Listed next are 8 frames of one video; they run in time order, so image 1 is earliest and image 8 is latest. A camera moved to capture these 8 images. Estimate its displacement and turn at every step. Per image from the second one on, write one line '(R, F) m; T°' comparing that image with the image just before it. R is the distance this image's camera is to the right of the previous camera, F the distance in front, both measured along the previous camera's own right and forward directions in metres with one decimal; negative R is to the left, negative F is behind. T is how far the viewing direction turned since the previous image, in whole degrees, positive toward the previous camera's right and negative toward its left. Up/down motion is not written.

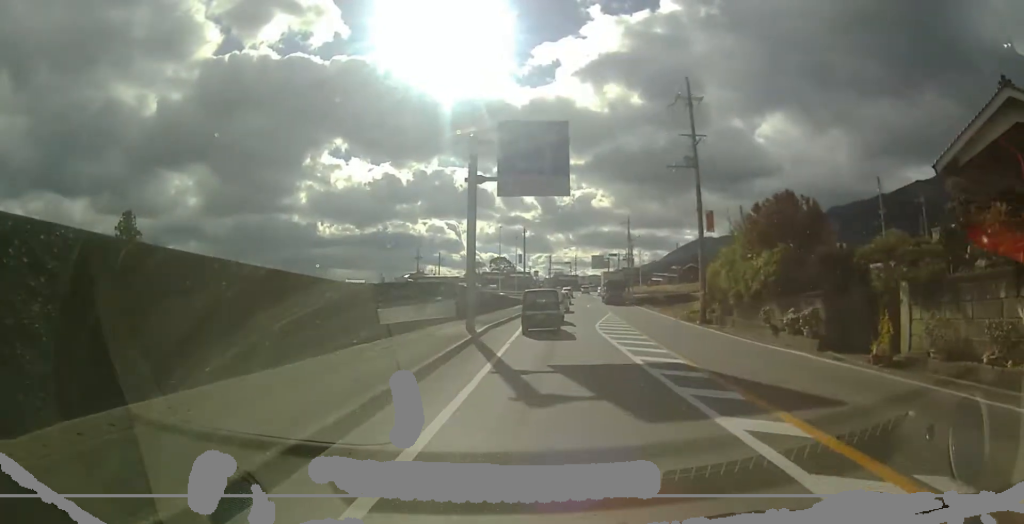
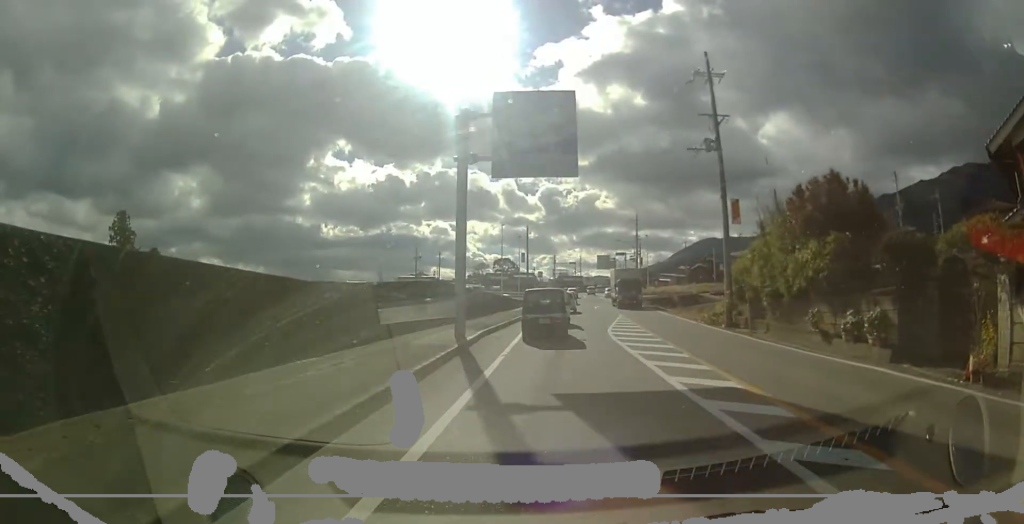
(0.0, +3.9) m; 0°
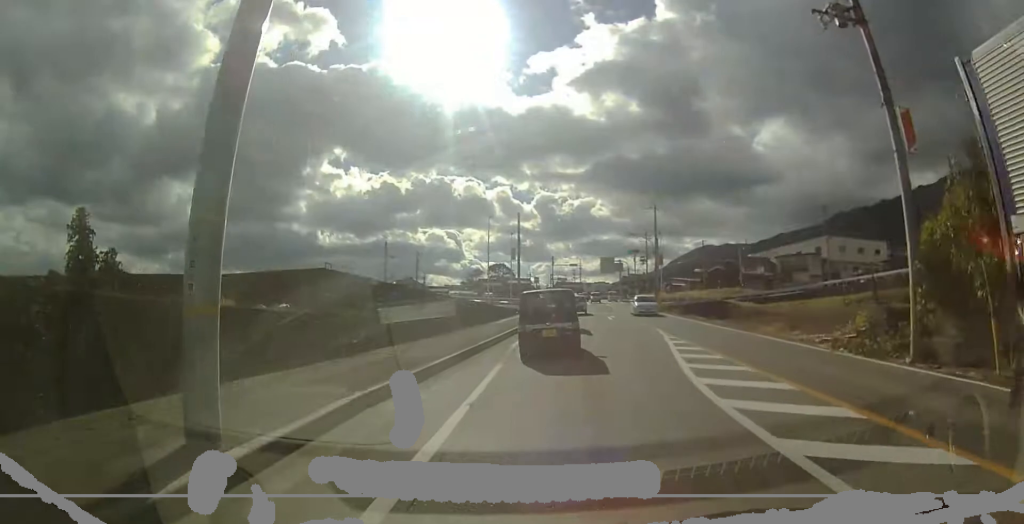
(-0.1, +17.4) m; -1°
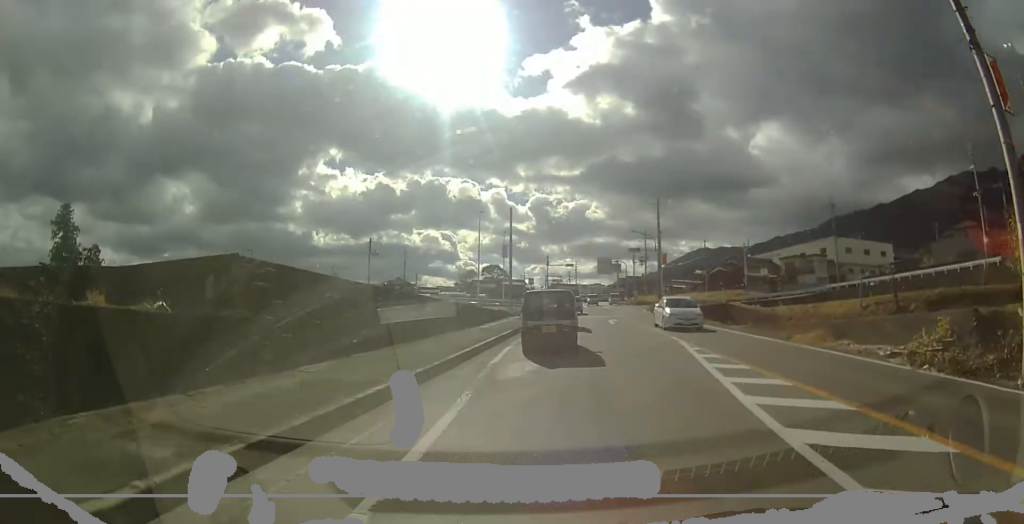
(0.0, +4.2) m; 0°
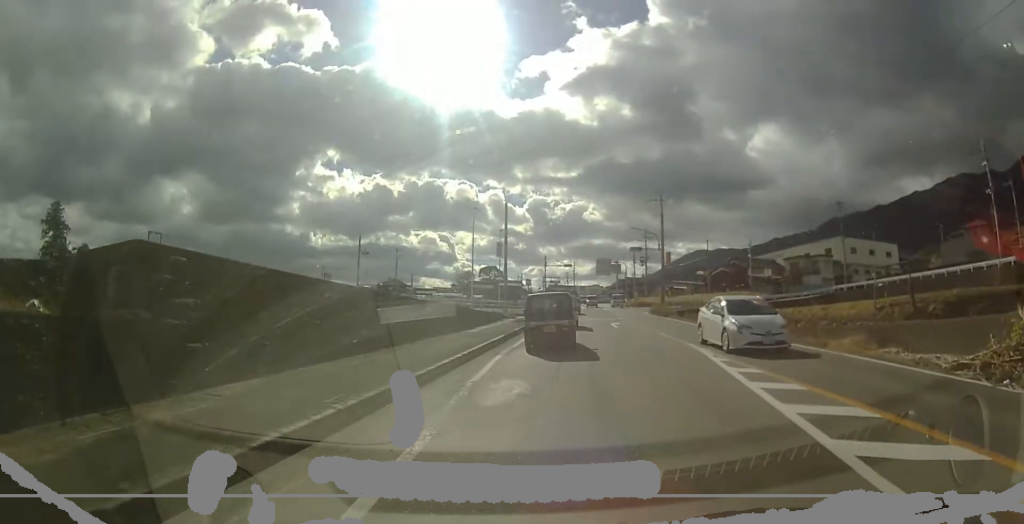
(0.0, +2.4) m; 0°
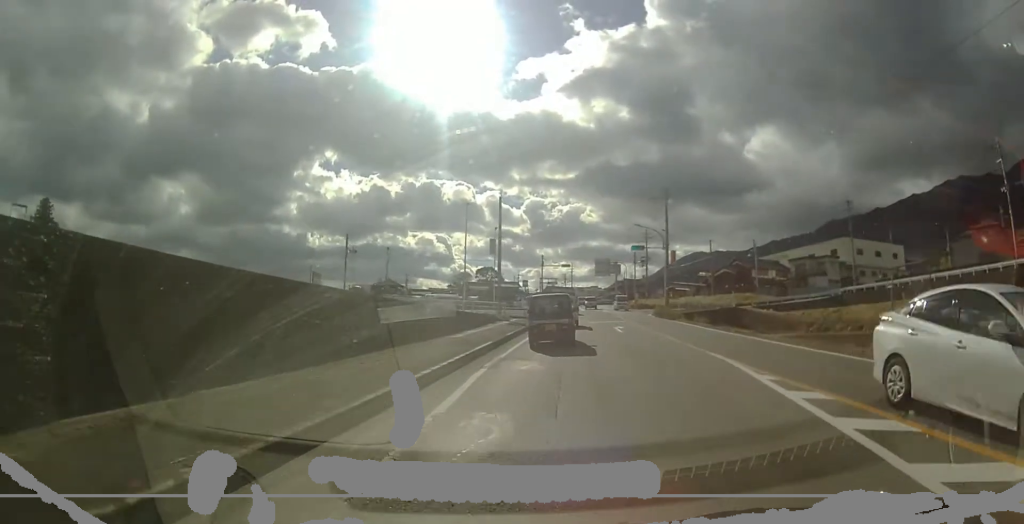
(0.0, +2.5) m; 0°
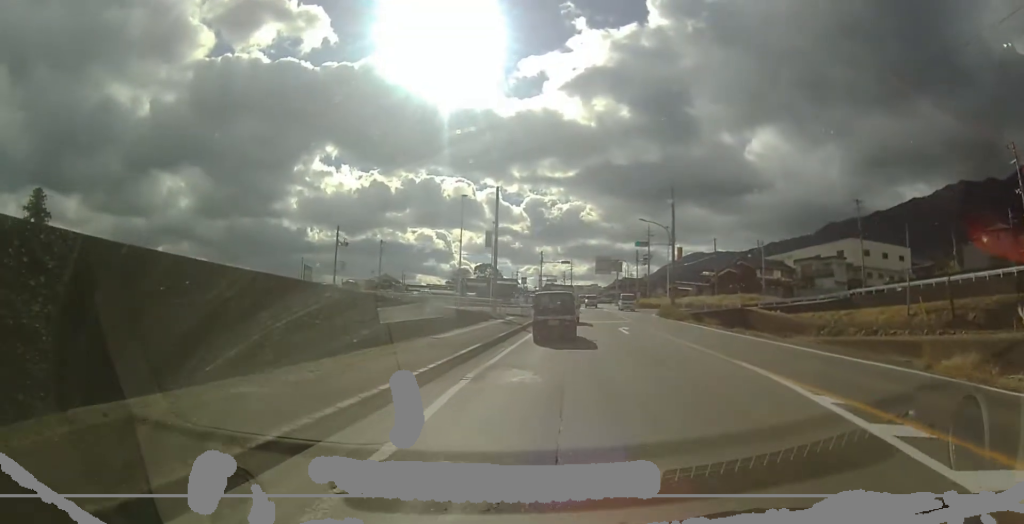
(0.0, +1.8) m; 0°
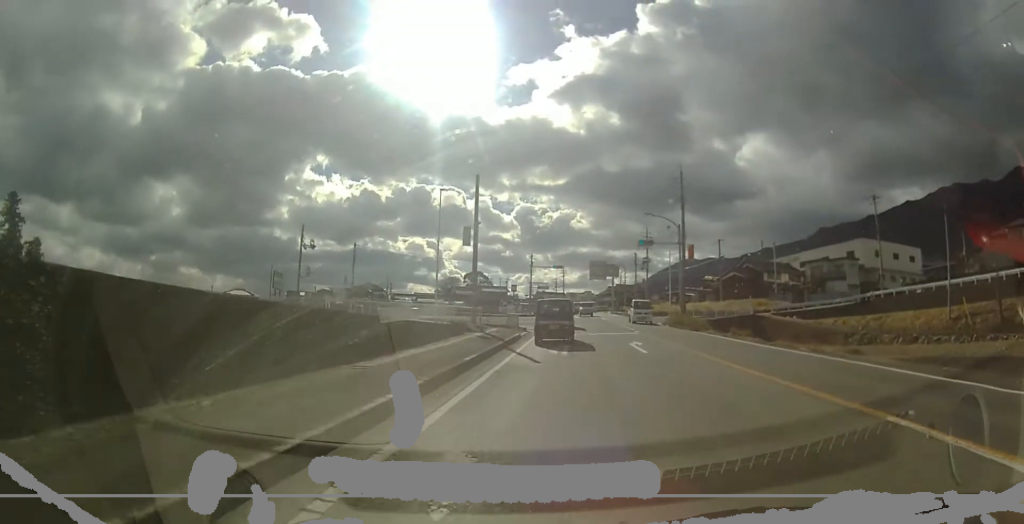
(0.0, +4.4) m; 0°
